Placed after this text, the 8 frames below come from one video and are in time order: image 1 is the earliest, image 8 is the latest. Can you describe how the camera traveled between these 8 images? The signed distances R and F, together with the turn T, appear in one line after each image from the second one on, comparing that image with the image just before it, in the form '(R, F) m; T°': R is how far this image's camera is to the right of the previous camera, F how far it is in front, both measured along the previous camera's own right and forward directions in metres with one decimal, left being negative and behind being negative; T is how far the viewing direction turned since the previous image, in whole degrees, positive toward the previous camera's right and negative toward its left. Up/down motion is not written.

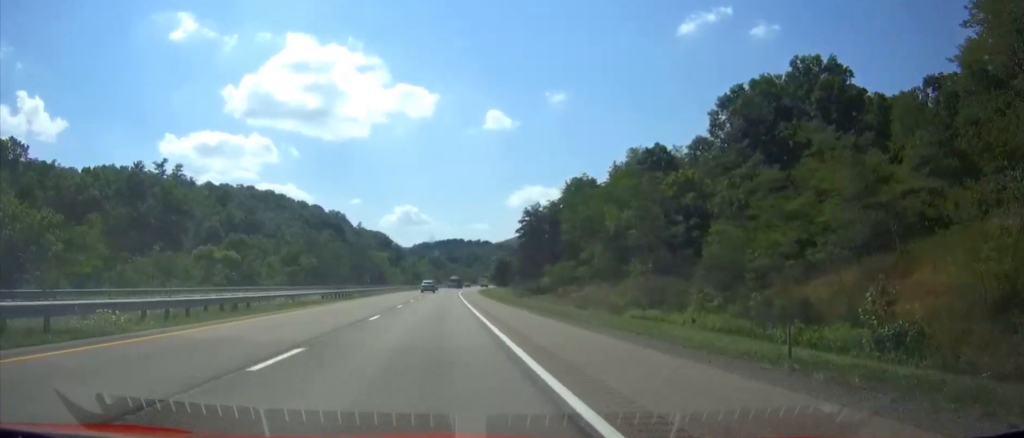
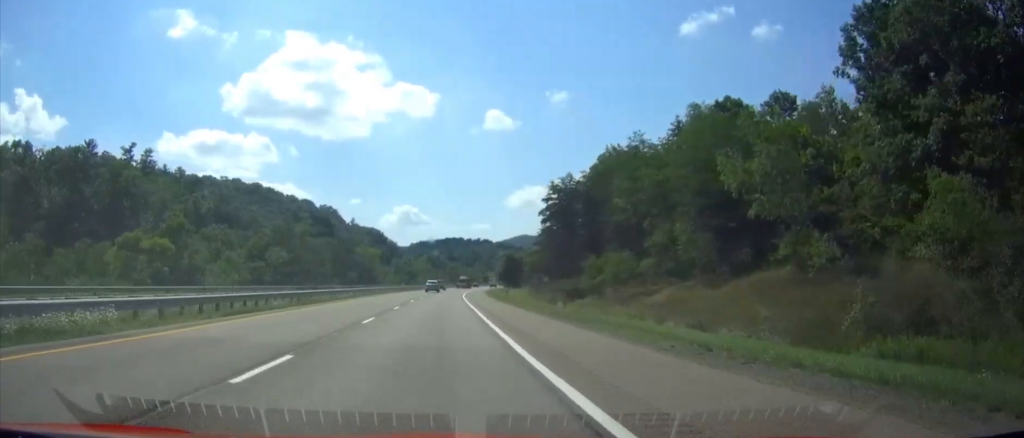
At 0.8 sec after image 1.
(+0.1, +27.4) m; 0°
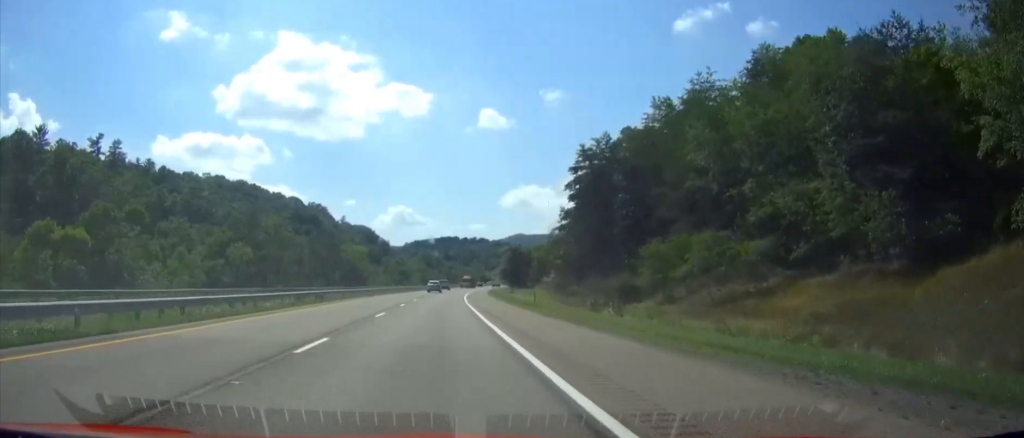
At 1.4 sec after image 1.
(0.0, +20.6) m; 0°
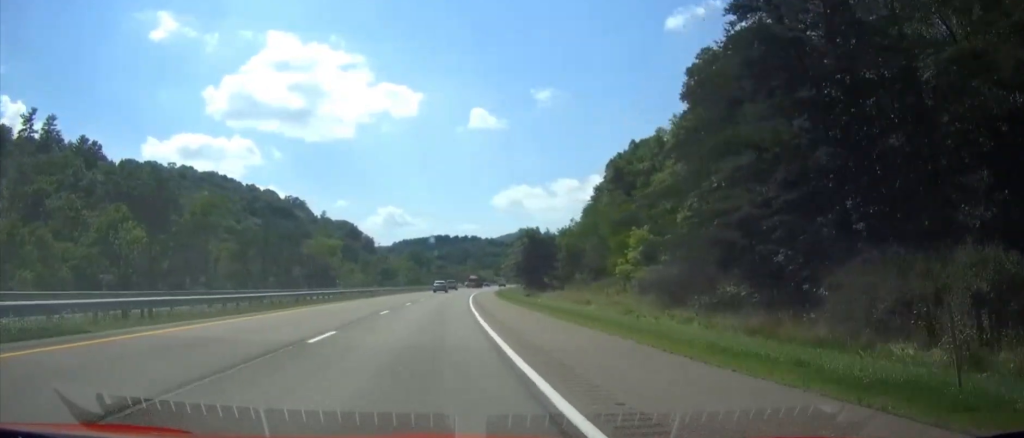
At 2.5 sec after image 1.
(+0.1, +36.5) m; +1°
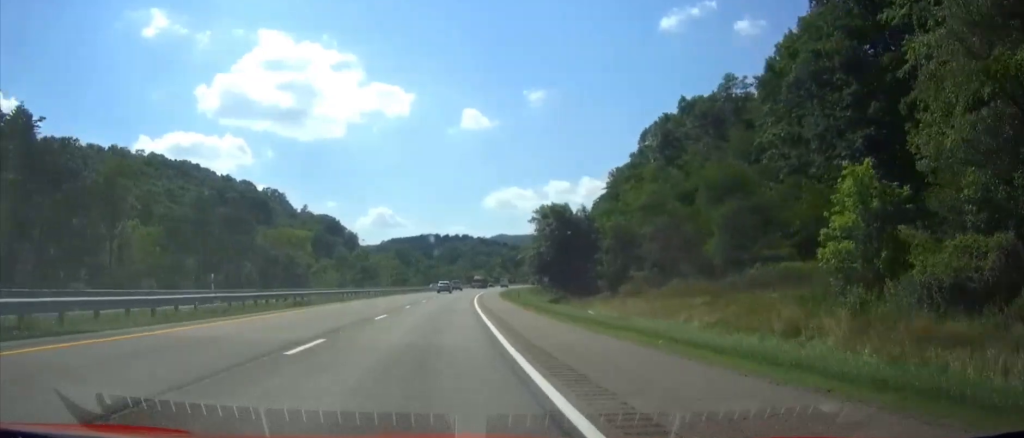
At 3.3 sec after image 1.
(+0.3, +28.5) m; +1°
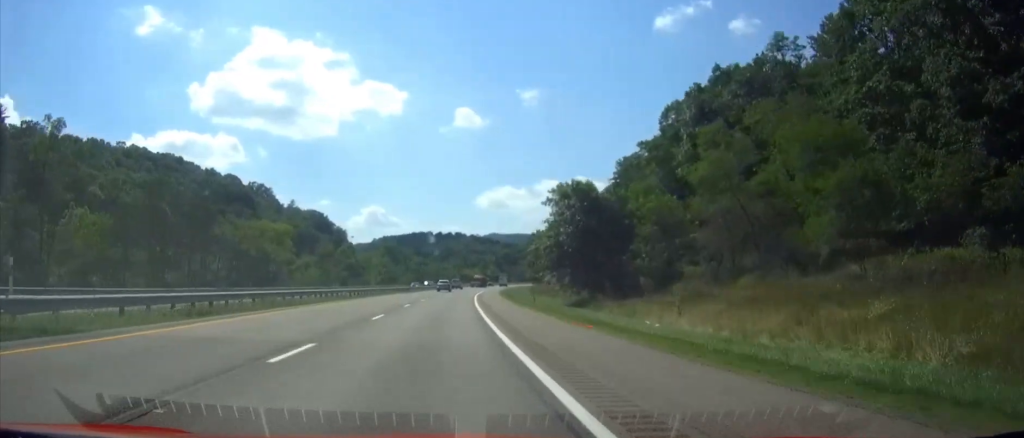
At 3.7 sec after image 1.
(+0.1, +13.7) m; +1°
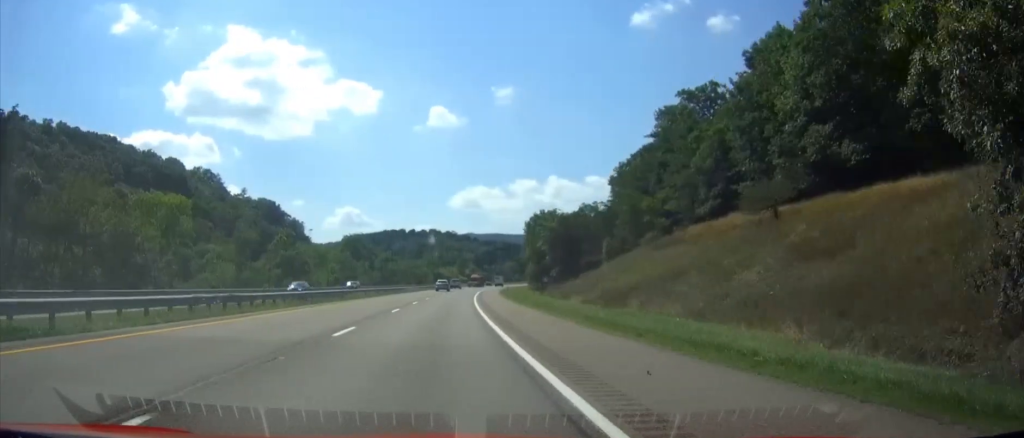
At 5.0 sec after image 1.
(+0.7, +45.5) m; +2°
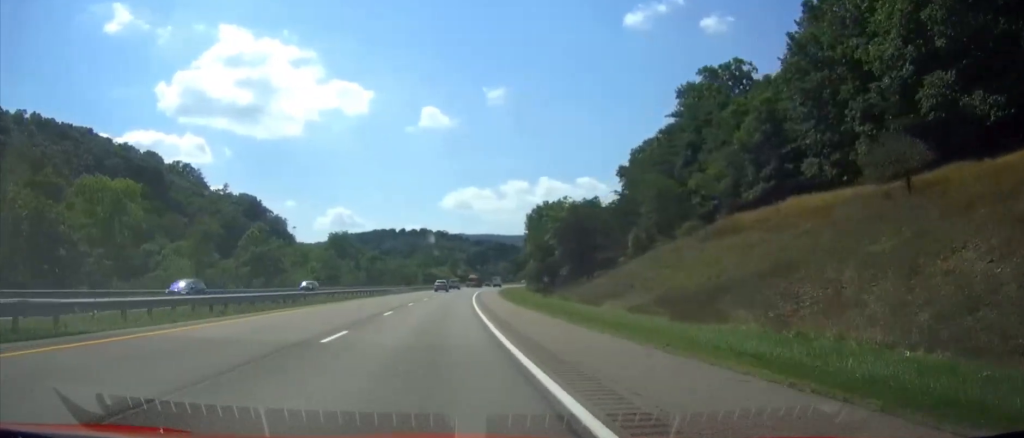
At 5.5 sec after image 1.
(+0.1, +14.8) m; +1°
